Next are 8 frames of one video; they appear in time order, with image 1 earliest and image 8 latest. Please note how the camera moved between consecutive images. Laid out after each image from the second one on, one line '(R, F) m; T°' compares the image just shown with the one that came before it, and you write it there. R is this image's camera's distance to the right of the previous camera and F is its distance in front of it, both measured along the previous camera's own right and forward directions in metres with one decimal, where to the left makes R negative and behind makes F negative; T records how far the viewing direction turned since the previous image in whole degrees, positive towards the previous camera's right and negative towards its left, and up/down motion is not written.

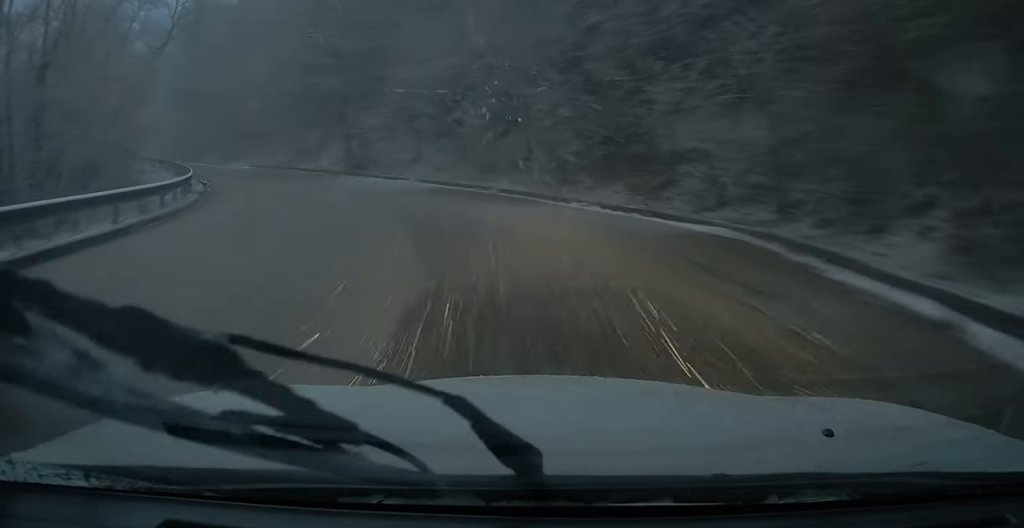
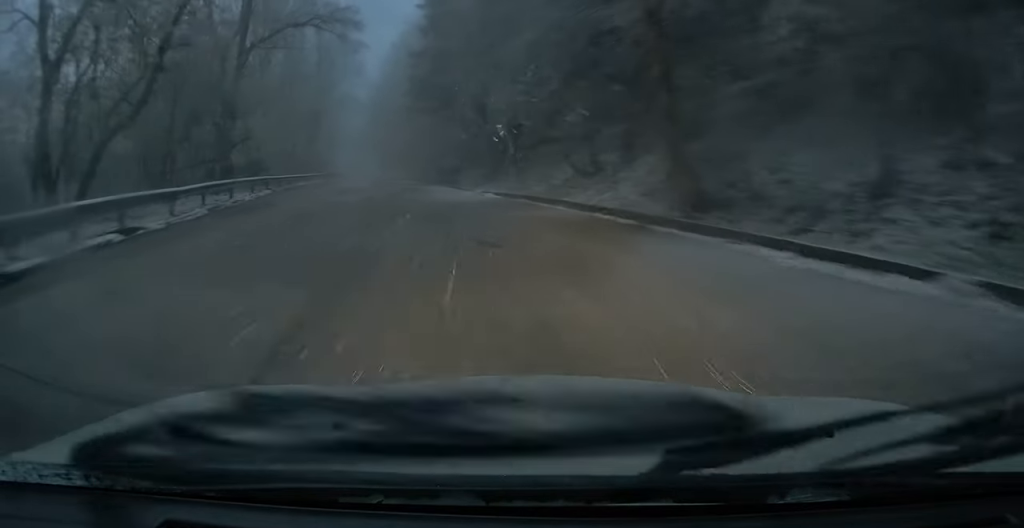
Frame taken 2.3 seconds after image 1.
(-6.9, +27.2) m; -25°
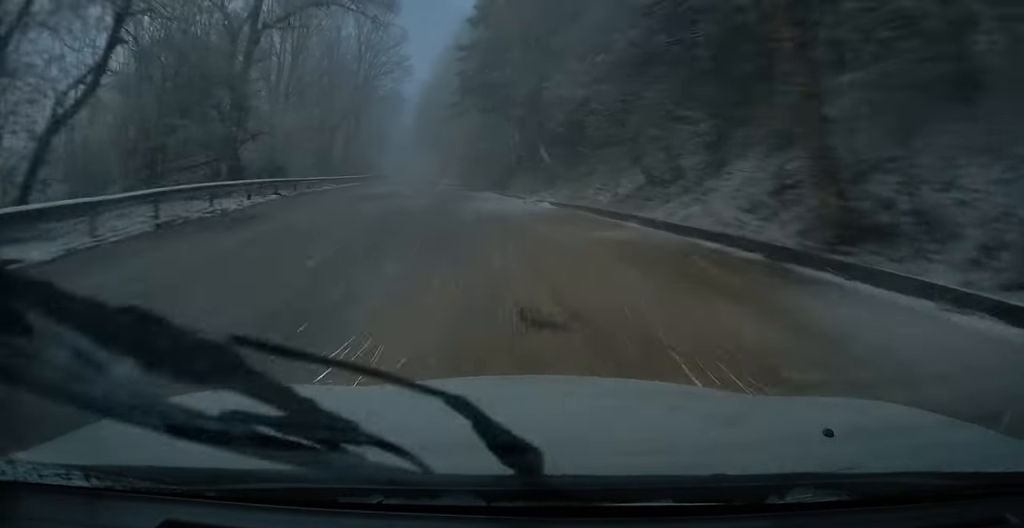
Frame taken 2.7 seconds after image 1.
(-0.3, +5.3) m; -3°
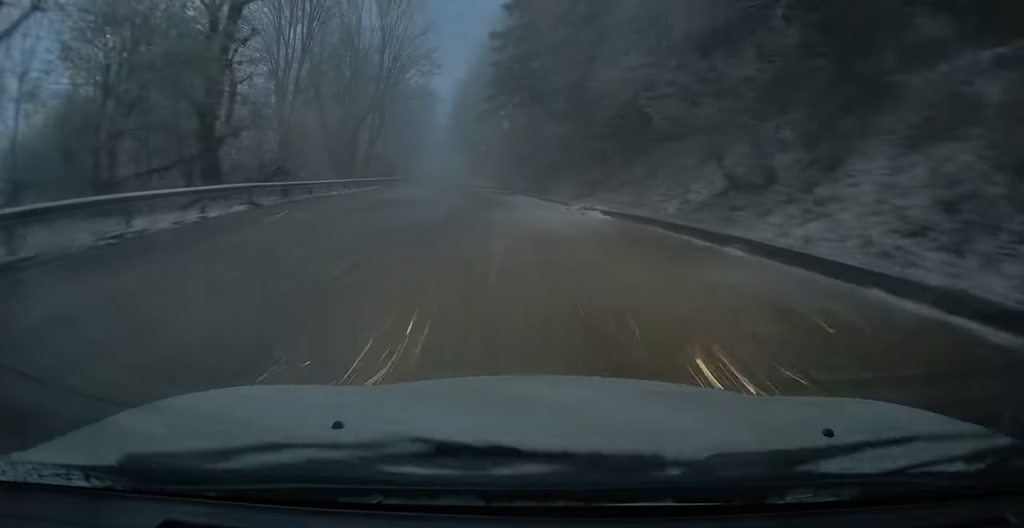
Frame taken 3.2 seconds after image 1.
(-0.1, +5.8) m; -3°
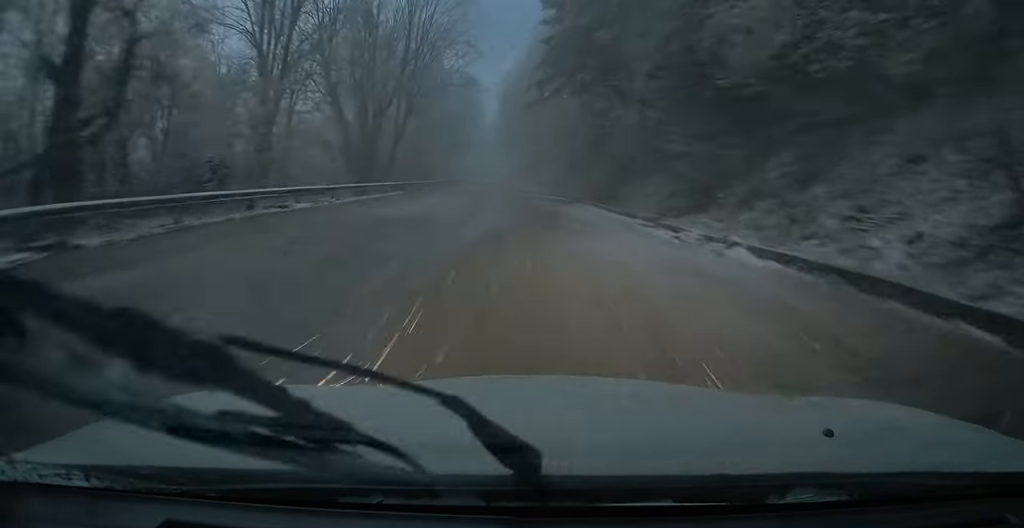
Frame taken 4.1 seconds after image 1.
(-0.1, +10.8) m; -4°
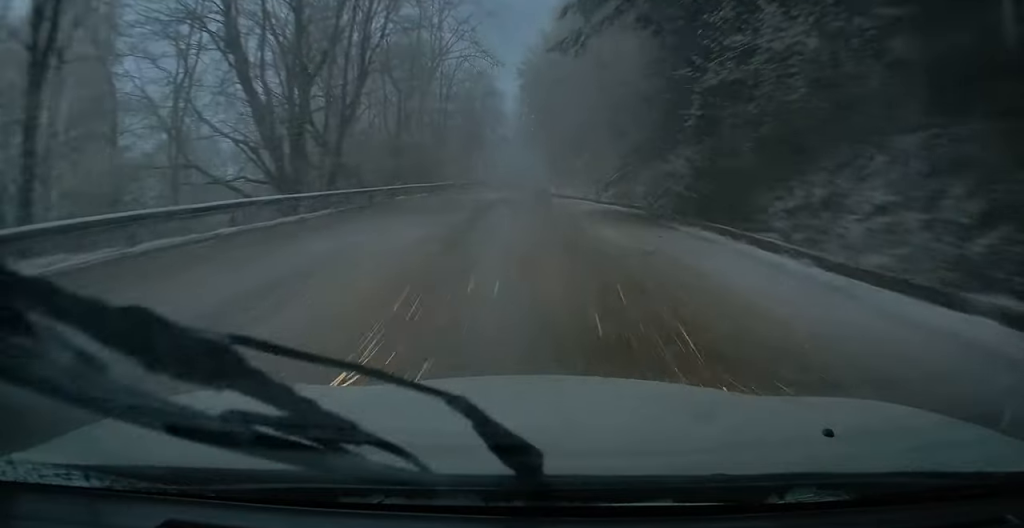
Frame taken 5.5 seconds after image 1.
(-0.8, +18.2) m; -1°
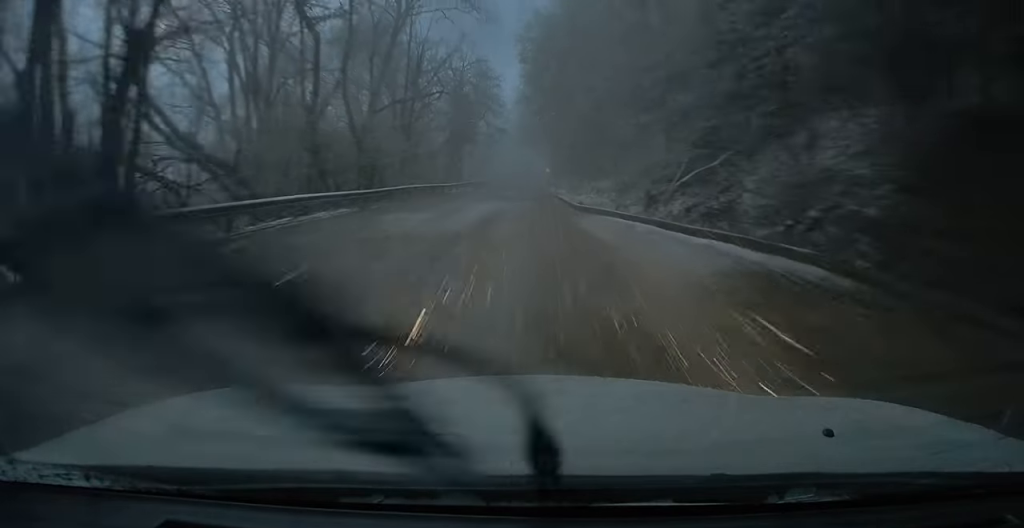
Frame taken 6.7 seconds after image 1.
(+0.3, +15.7) m; +1°
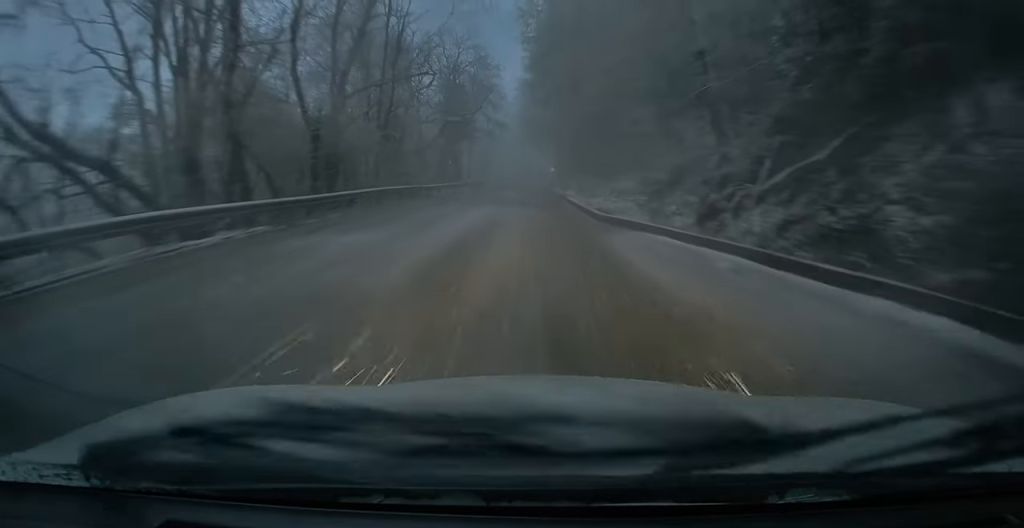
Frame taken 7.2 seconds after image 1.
(0.0, +7.0) m; -1°
